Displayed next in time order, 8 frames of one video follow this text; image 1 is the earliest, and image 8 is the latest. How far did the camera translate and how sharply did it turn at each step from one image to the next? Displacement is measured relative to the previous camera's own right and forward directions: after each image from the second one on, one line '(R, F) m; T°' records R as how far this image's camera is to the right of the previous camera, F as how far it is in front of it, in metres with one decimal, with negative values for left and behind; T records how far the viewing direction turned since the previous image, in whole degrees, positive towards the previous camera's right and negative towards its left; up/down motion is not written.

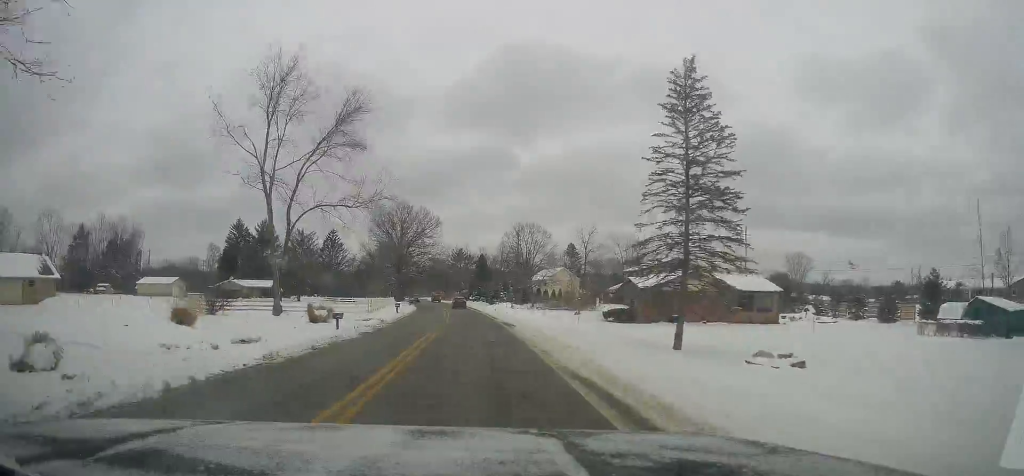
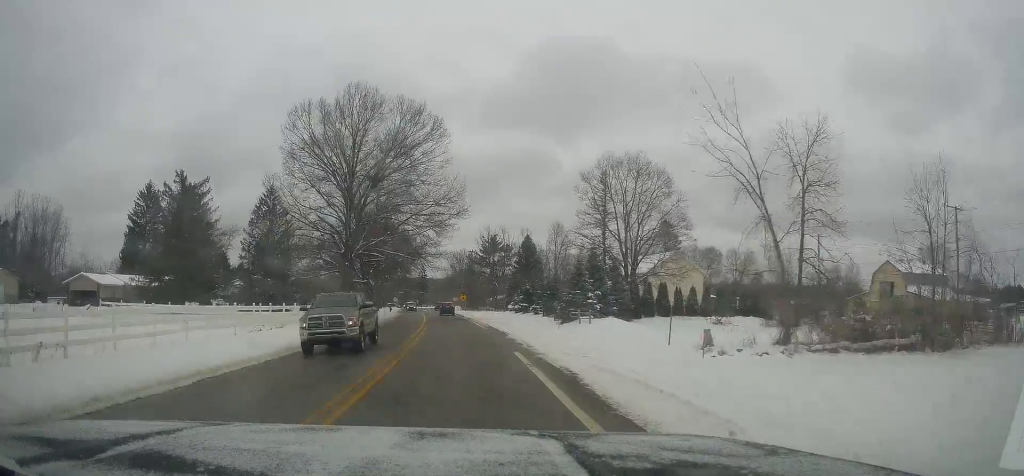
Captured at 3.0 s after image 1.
(-0.5, +68.2) m; -2°
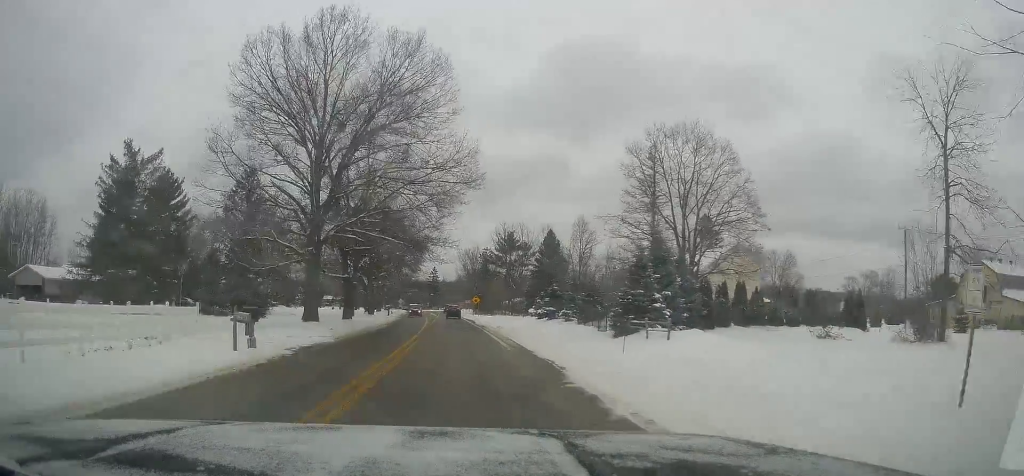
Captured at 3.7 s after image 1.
(-0.3, +14.8) m; -2°
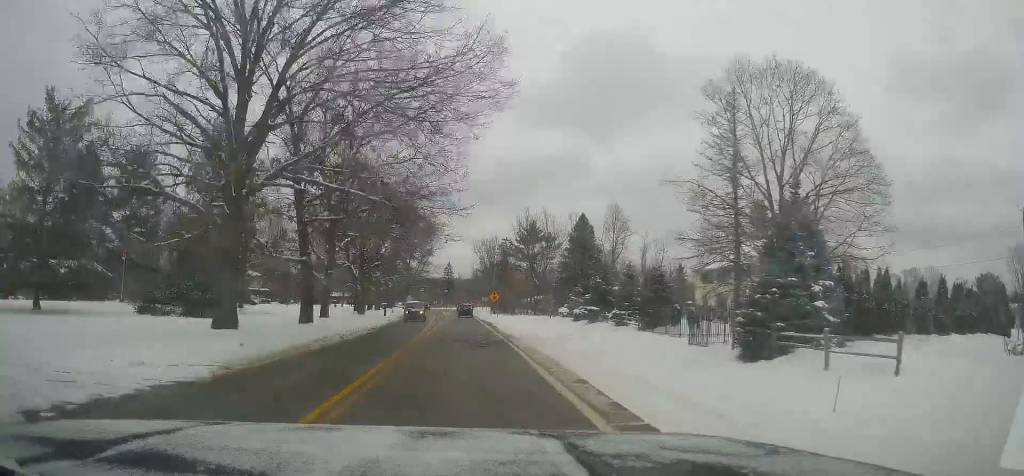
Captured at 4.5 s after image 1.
(-0.3, +15.6) m; -2°
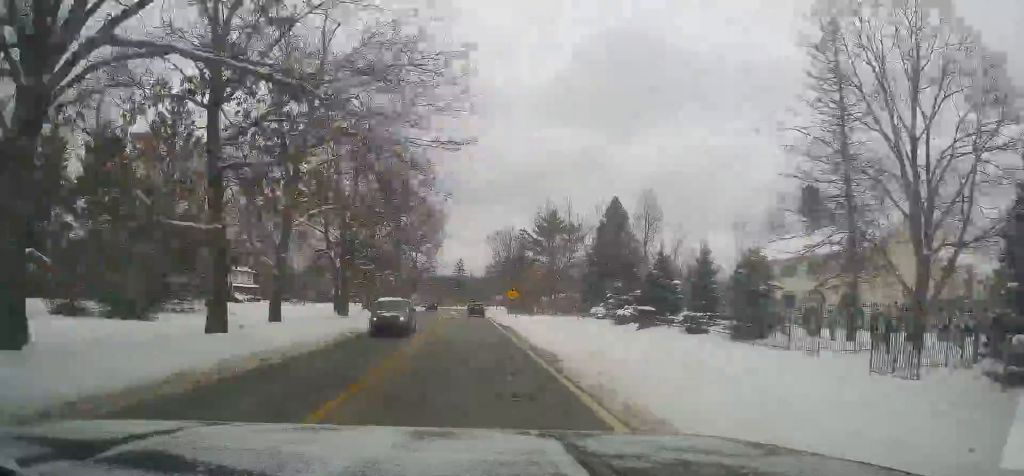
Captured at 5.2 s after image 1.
(-0.4, +13.3) m; -1°
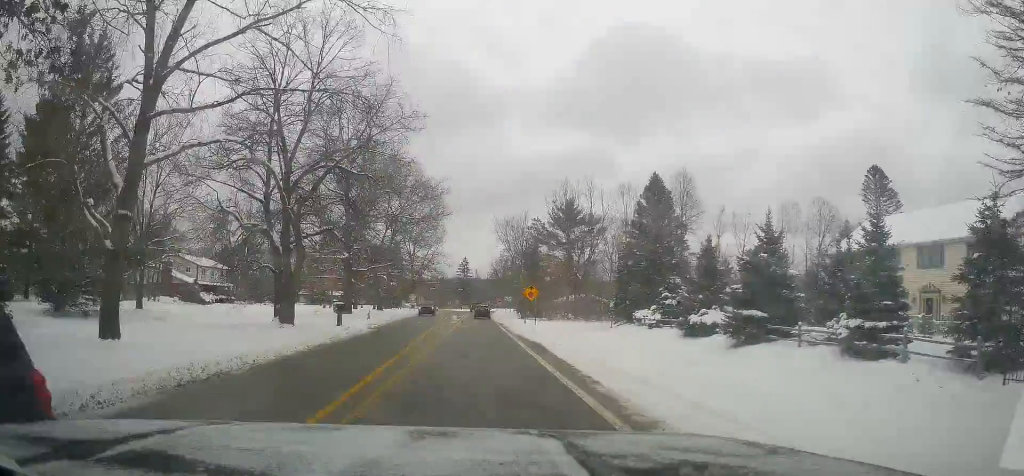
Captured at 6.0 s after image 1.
(-0.1, +15.2) m; 0°
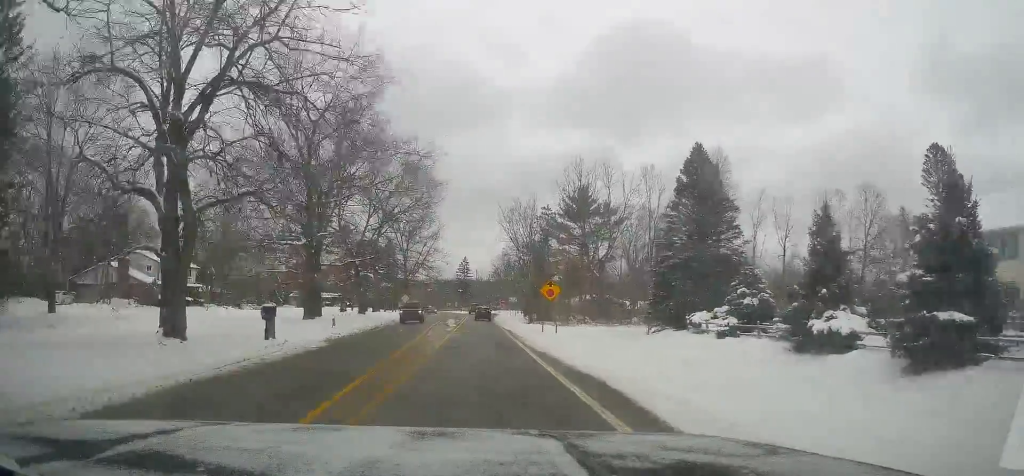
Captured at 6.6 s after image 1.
(0.0, +11.9) m; 0°
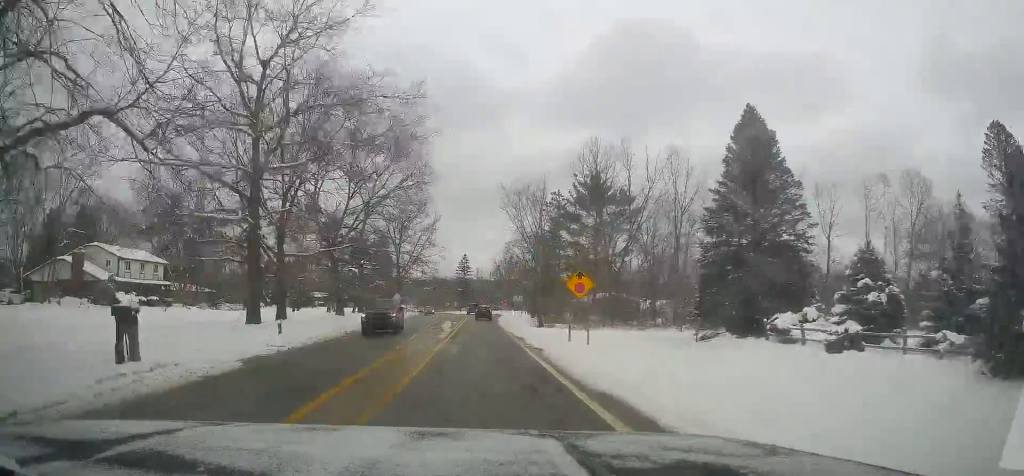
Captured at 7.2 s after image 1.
(+0.1, +9.6) m; 0°
